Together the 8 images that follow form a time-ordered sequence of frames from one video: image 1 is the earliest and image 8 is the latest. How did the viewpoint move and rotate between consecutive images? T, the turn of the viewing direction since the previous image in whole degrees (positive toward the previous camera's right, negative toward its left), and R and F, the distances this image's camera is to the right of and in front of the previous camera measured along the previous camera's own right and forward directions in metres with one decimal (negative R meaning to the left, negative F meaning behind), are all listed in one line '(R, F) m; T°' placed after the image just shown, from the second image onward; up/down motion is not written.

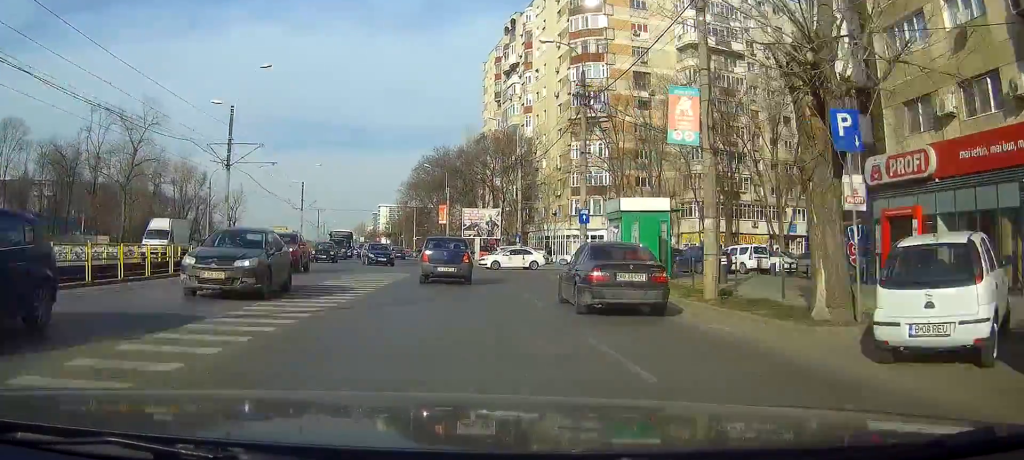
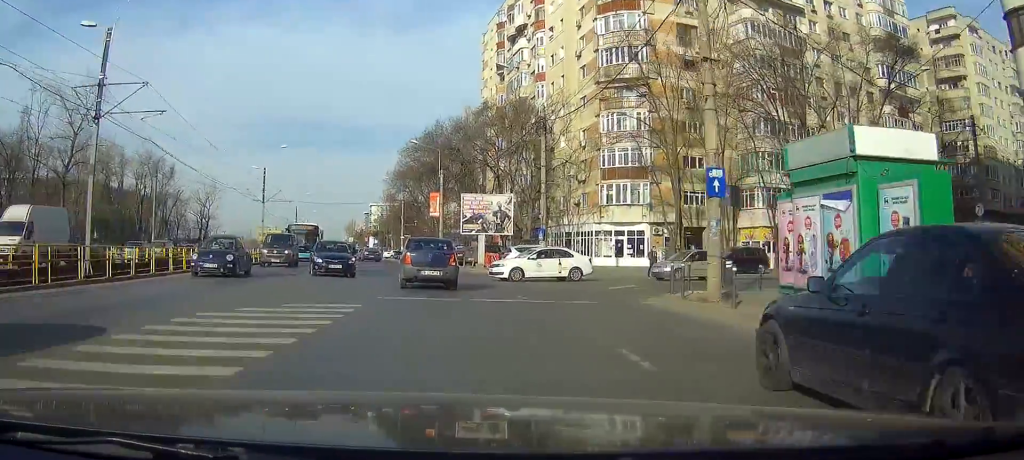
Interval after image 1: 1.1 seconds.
(+0.3, +17.2) m; +2°
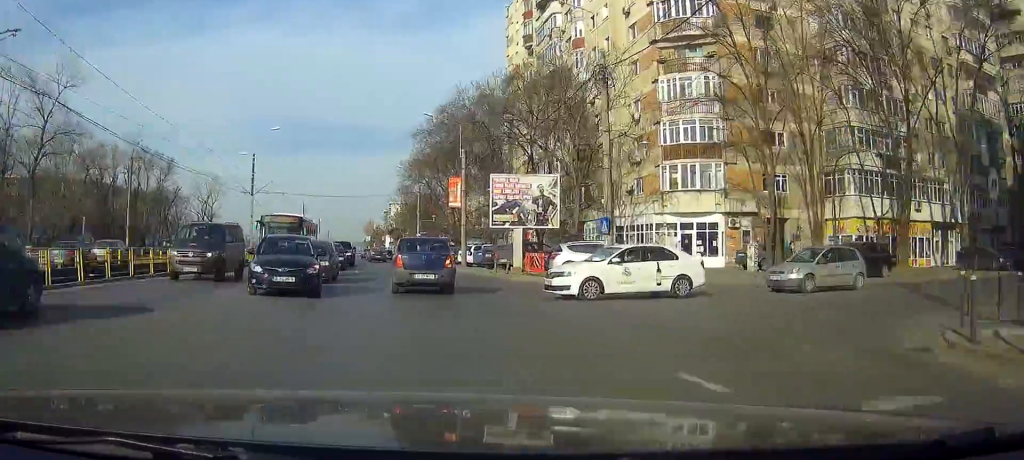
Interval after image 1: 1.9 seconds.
(0.0, +11.6) m; +1°
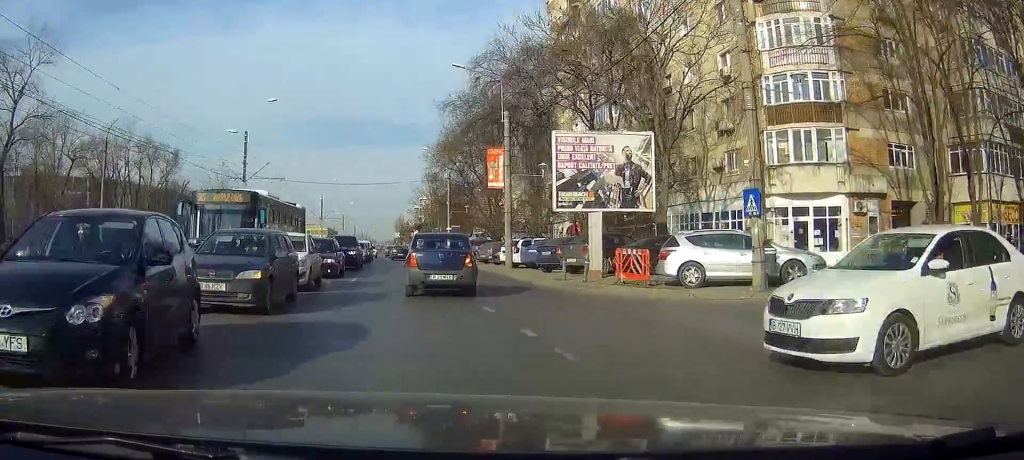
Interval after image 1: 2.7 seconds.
(+0.4, +11.7) m; -1°
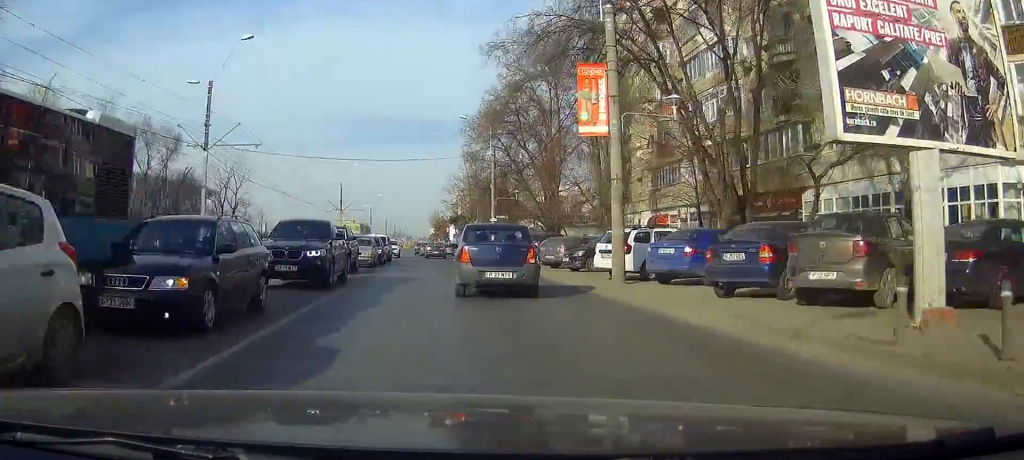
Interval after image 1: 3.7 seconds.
(-0.7, +16.3) m; -5°
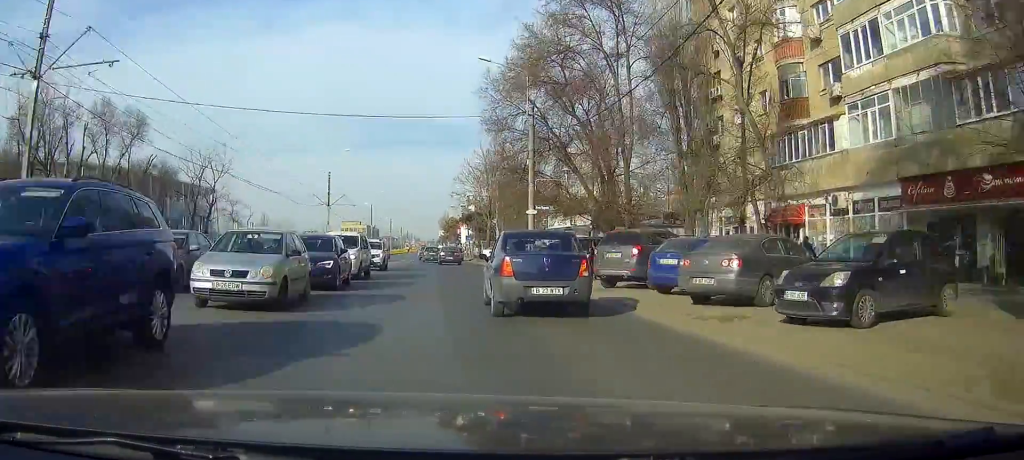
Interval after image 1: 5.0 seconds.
(-0.6, +18.7) m; -2°
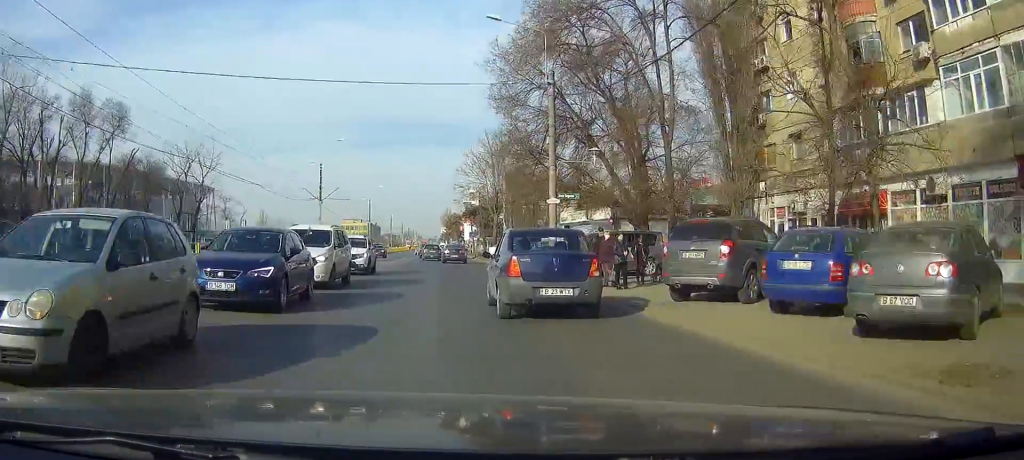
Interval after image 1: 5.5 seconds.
(0.0, +6.7) m; 0°
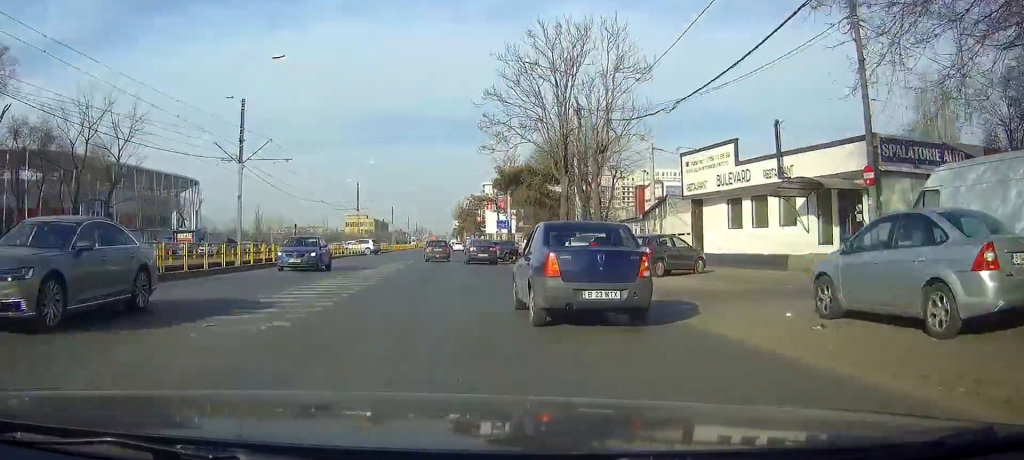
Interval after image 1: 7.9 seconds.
(+0.2, +33.5) m; -1°
